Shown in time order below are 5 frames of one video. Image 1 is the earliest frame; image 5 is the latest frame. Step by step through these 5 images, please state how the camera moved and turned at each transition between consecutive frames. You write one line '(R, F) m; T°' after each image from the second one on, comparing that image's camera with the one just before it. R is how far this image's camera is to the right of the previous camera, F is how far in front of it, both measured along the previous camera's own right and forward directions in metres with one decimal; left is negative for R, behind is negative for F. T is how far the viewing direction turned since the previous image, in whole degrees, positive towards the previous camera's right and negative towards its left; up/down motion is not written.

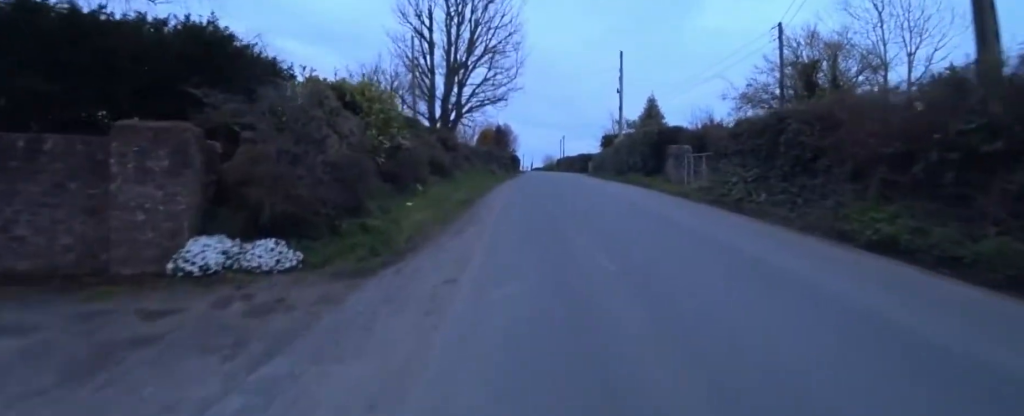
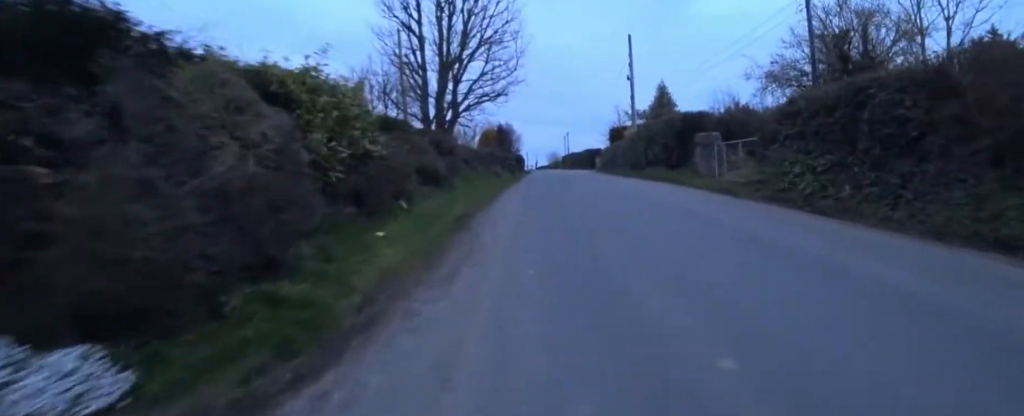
(-0.8, +2.3) m; -1°
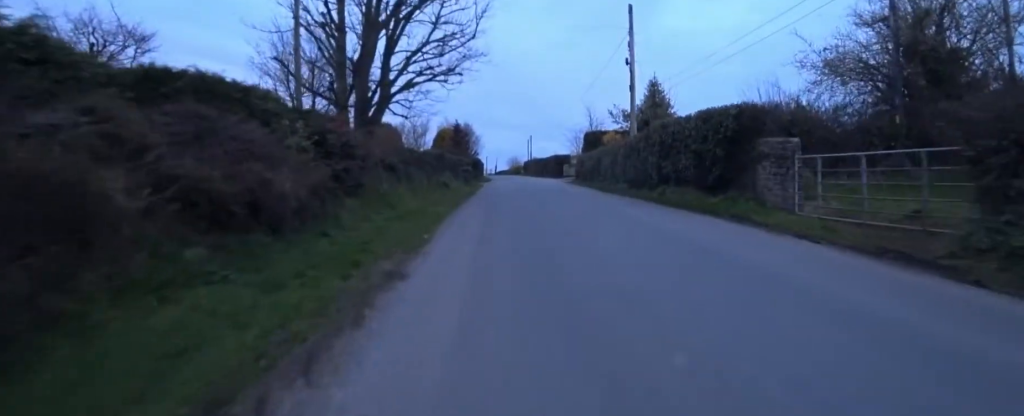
(+0.4, +6.6) m; -1°
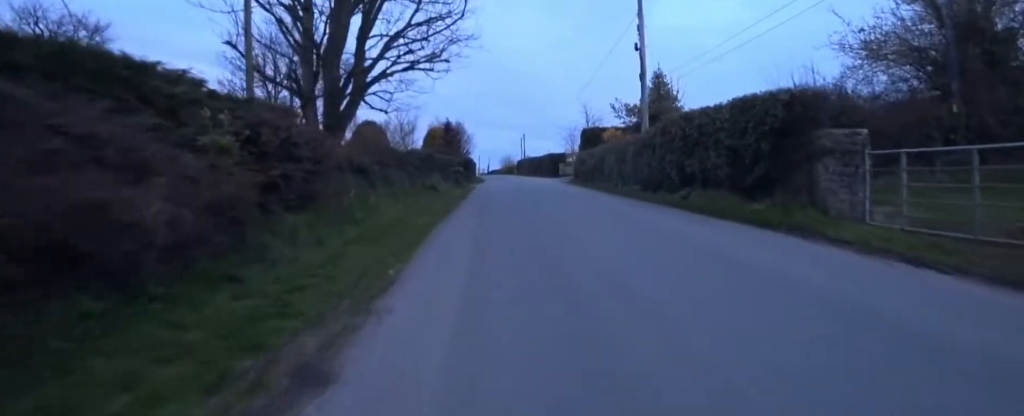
(-0.6, +2.1) m; -3°
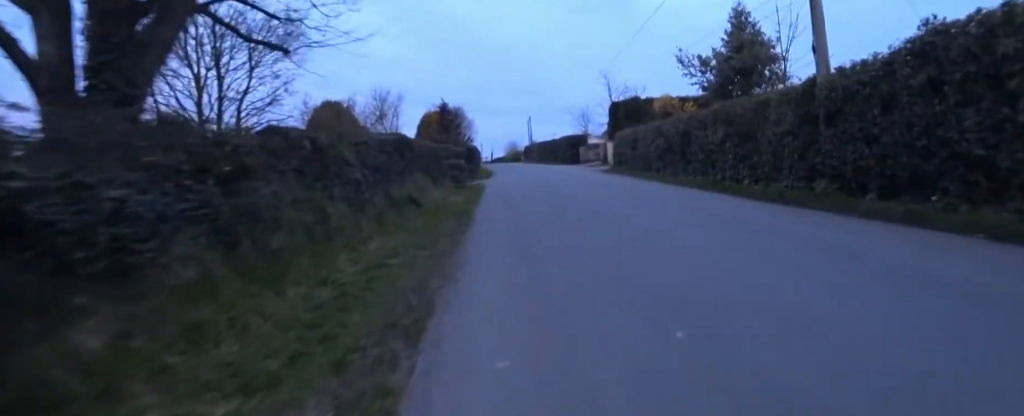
(+1.9, +7.2) m; +2°
